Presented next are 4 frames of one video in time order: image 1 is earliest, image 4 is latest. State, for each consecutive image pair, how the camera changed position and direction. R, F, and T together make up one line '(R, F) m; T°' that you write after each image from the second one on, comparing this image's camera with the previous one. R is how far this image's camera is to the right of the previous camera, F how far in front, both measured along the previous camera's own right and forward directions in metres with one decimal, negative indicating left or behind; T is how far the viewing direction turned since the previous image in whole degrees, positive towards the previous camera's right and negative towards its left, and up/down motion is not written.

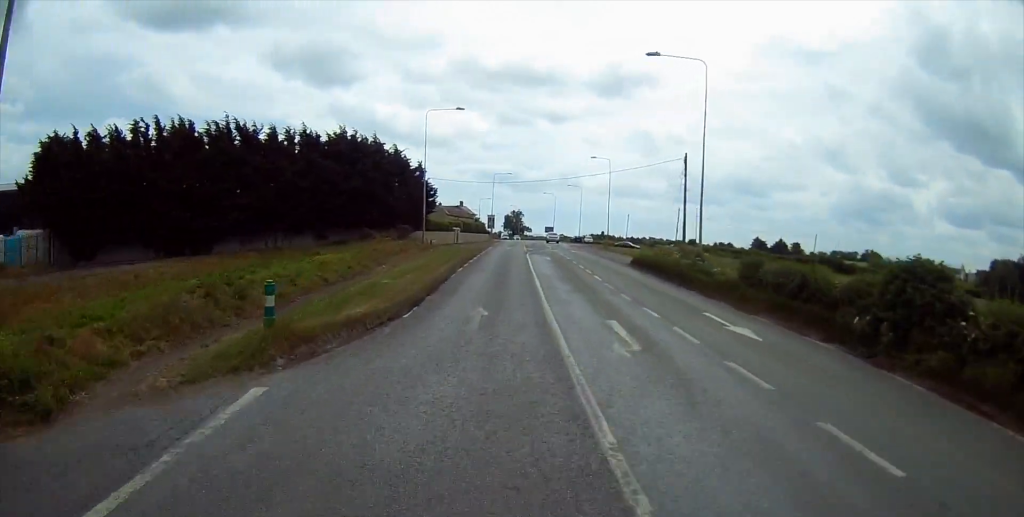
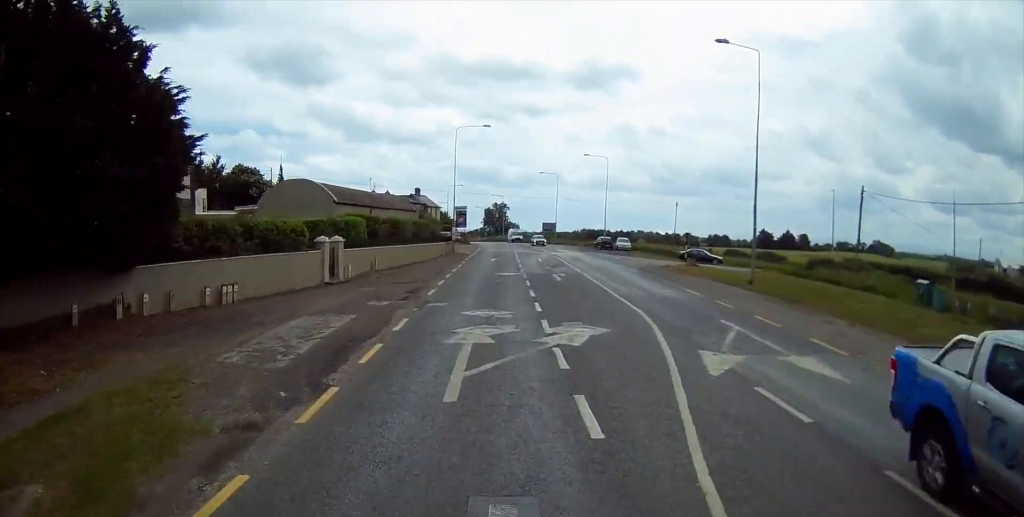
(+0.8, +55.4) m; +1°
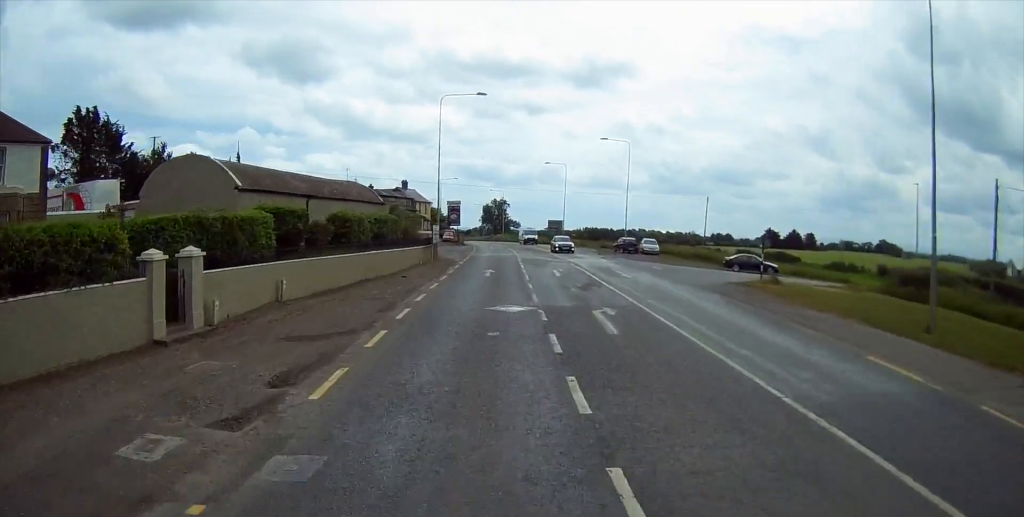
(0.0, +14.8) m; 0°
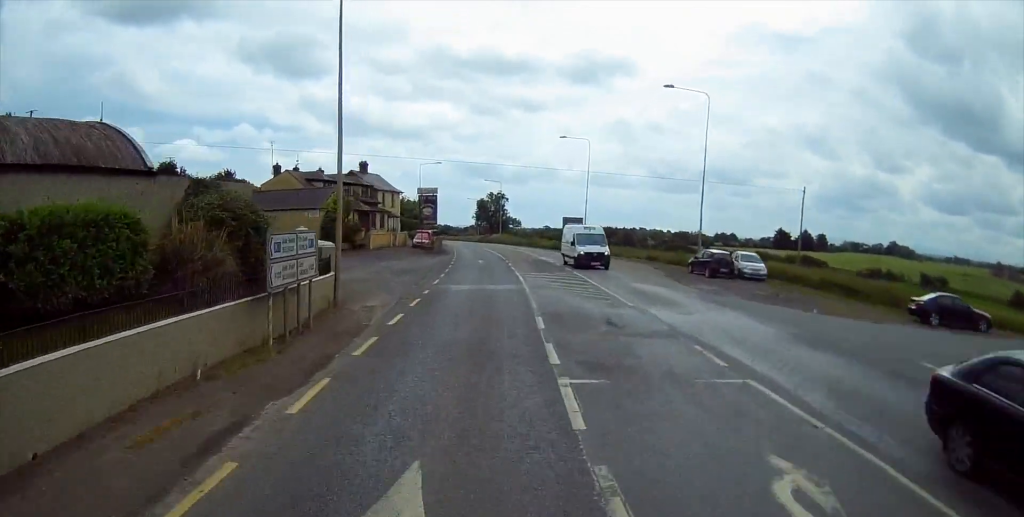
(+0.3, +28.1) m; +1°
